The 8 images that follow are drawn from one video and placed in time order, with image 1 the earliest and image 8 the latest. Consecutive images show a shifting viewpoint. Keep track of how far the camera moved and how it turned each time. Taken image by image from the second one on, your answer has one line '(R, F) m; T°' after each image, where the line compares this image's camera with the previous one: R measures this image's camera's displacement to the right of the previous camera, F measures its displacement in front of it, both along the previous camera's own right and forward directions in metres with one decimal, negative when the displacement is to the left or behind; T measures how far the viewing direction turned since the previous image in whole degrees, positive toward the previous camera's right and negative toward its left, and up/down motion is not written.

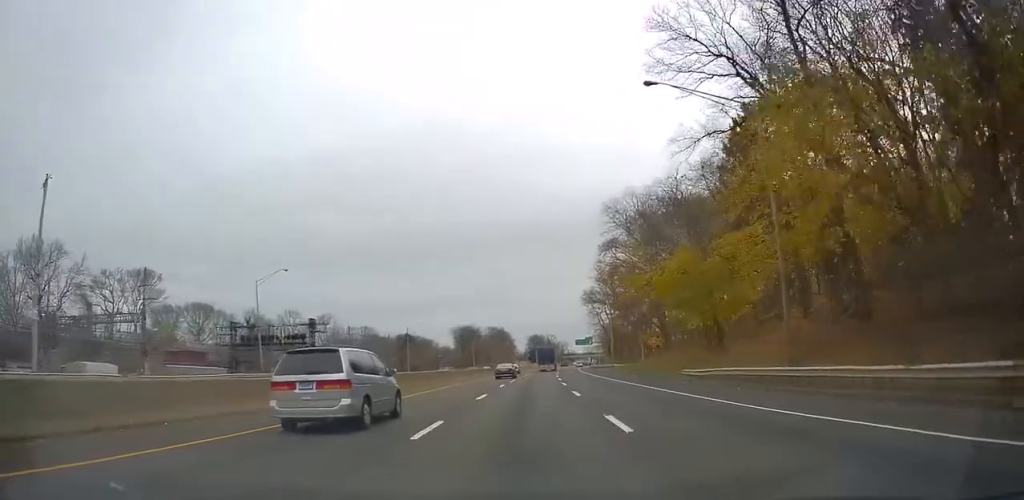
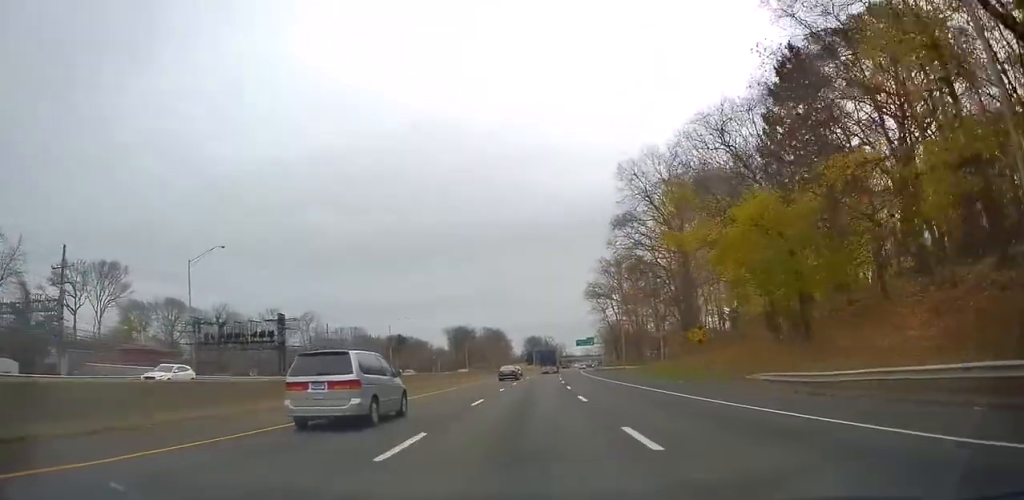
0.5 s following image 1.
(+0.1, +14.3) m; 0°
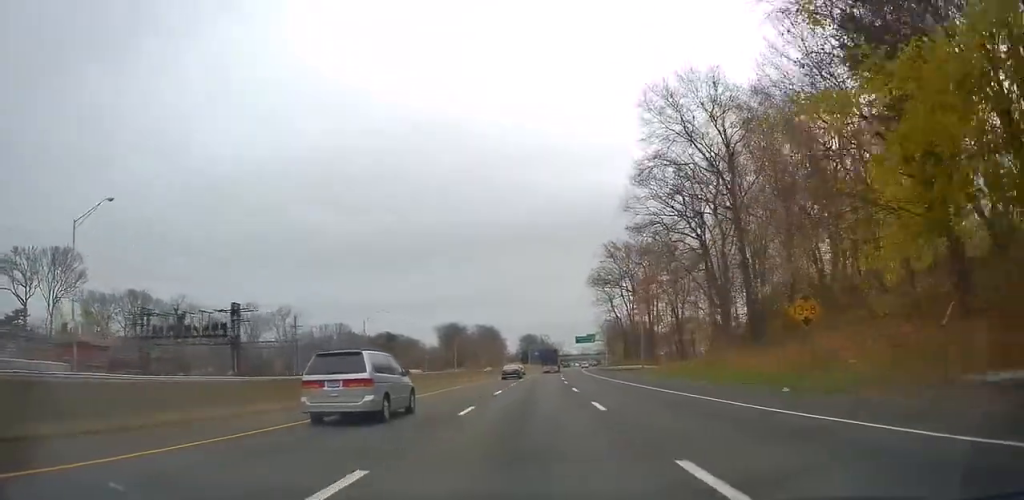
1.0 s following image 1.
(+0.1, +16.3) m; +1°
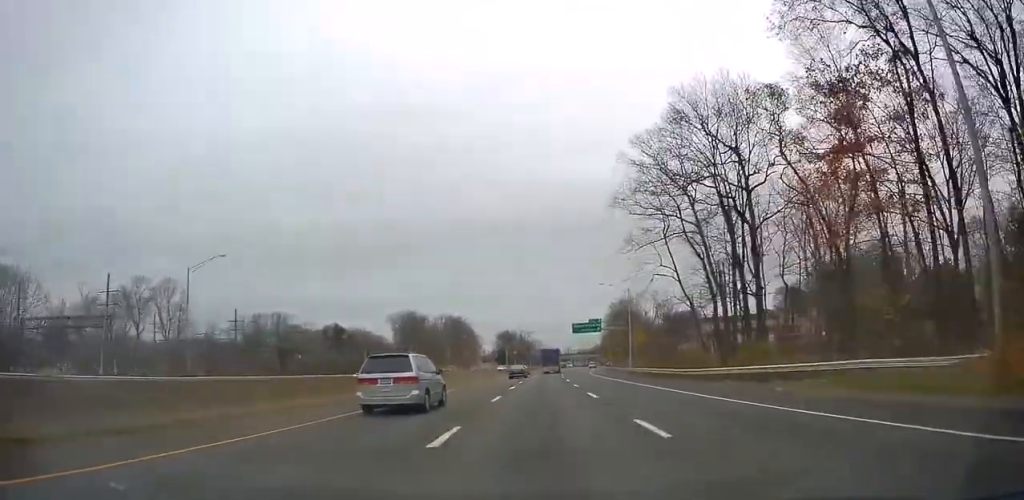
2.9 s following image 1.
(+0.4, +54.4) m; +1°
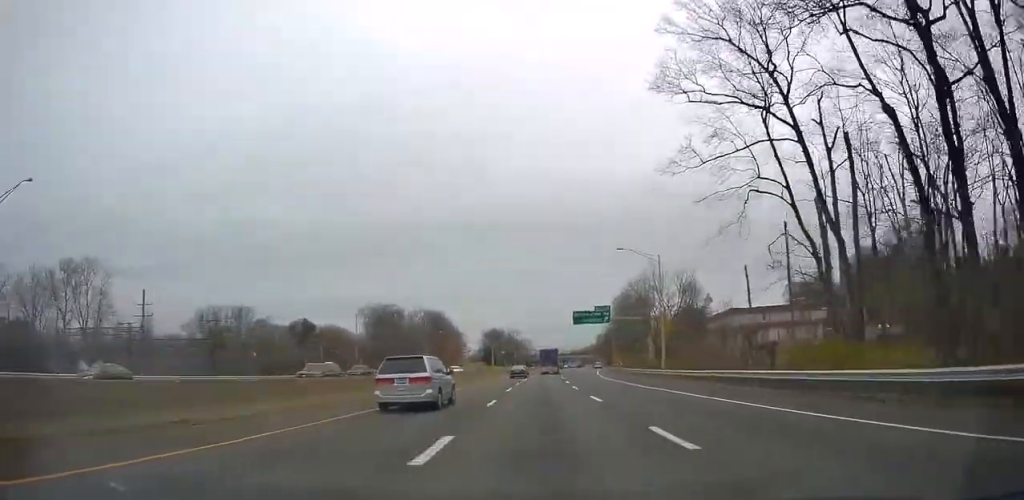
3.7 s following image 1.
(+0.4, +25.8) m; +1°
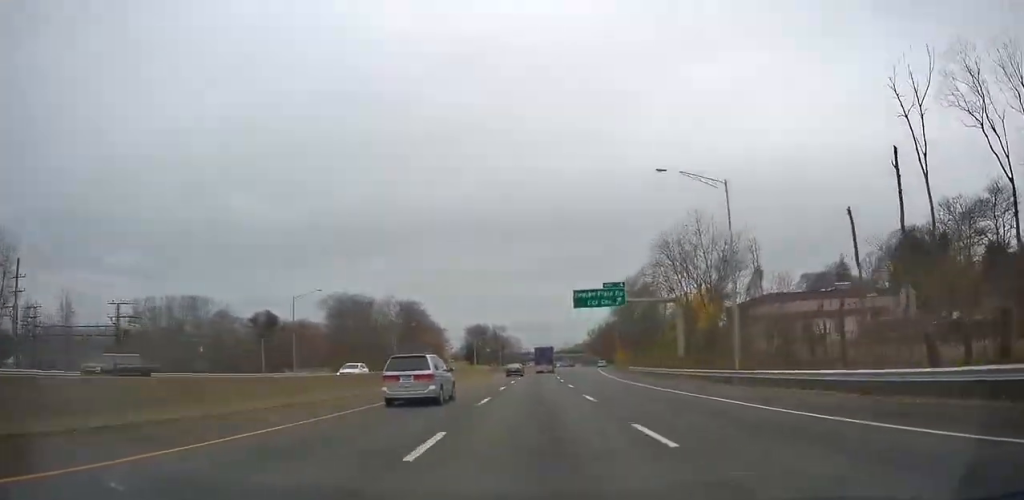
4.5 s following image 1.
(+0.3, +23.8) m; +1°
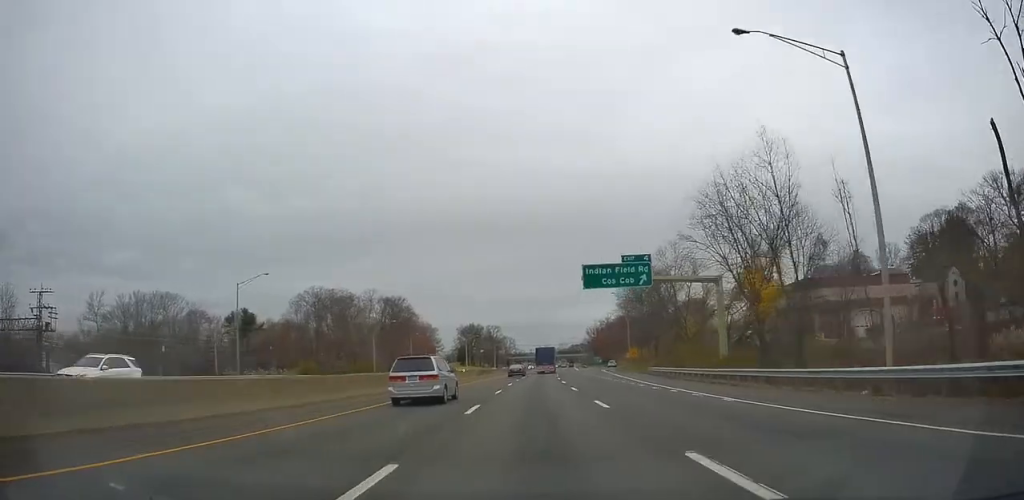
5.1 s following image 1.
(+0.1, +15.8) m; 0°
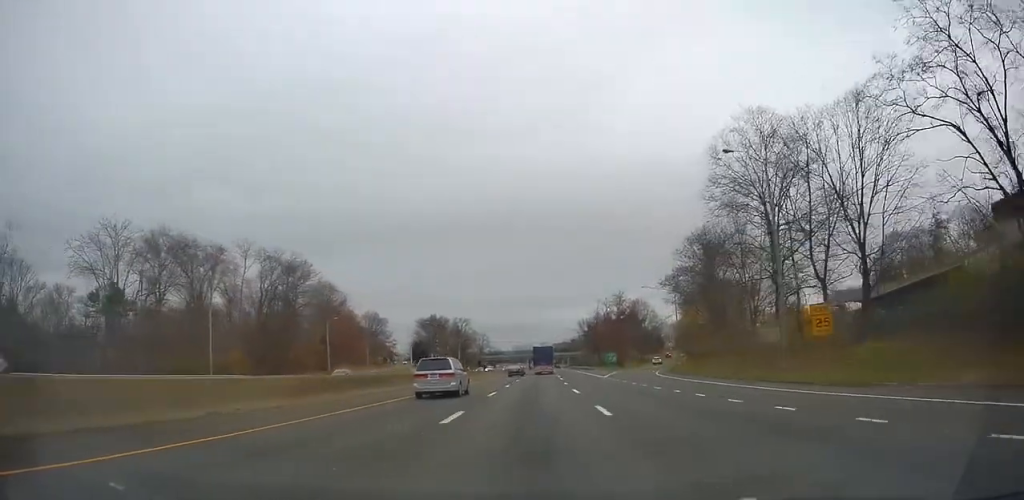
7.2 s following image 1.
(+0.5, +63.7) m; +2°
